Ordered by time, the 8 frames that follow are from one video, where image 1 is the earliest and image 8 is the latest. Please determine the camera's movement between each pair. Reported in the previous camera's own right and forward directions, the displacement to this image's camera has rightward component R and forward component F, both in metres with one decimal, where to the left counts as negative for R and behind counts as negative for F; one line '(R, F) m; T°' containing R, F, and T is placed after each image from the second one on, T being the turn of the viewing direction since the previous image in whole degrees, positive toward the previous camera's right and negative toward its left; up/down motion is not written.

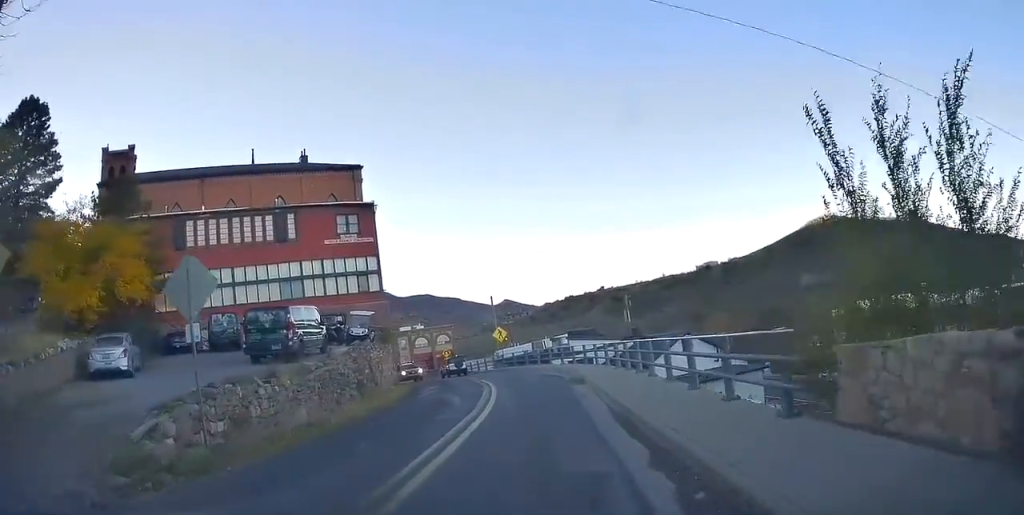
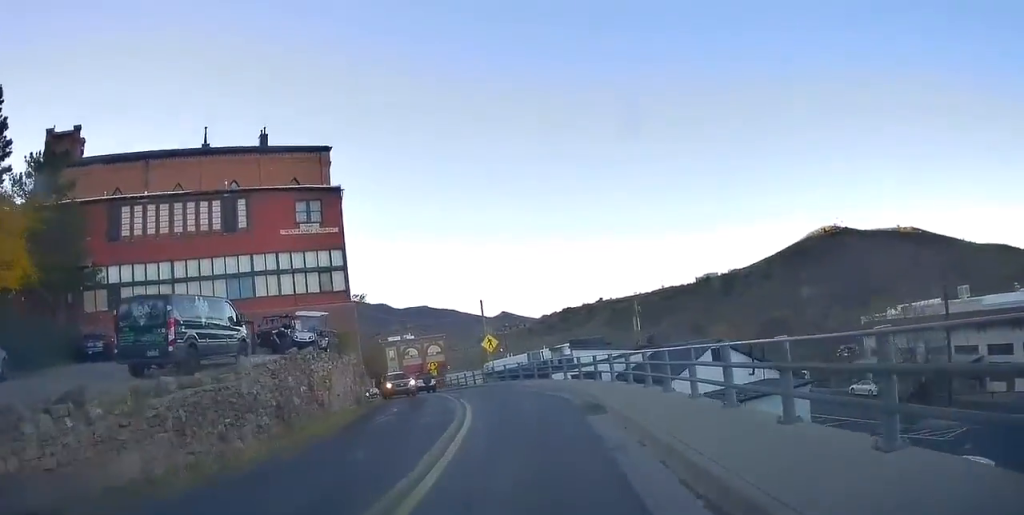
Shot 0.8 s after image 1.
(-0.2, +7.3) m; -1°
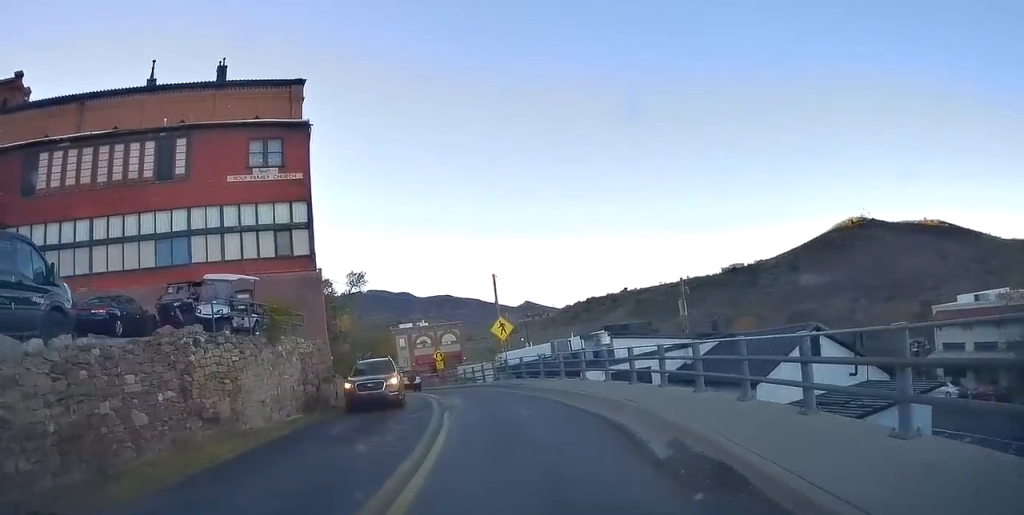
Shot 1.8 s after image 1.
(+0.1, +9.4) m; 0°
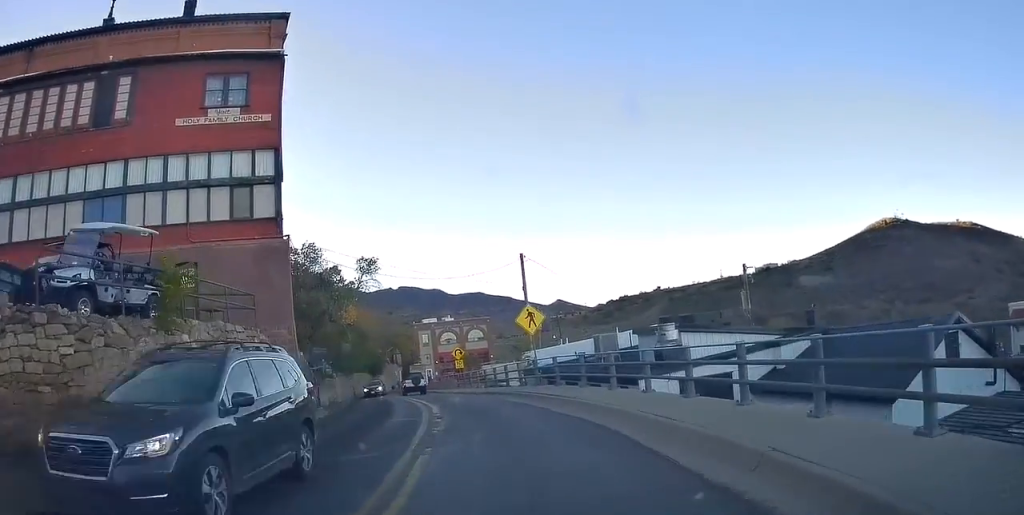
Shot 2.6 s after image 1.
(0.0, +7.1) m; -3°
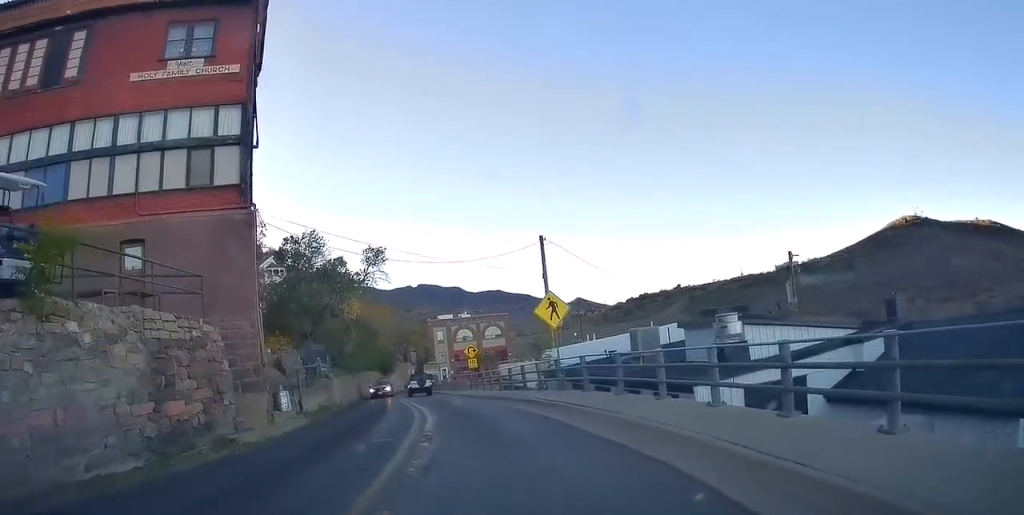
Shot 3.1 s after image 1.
(0.0, +4.1) m; -3°
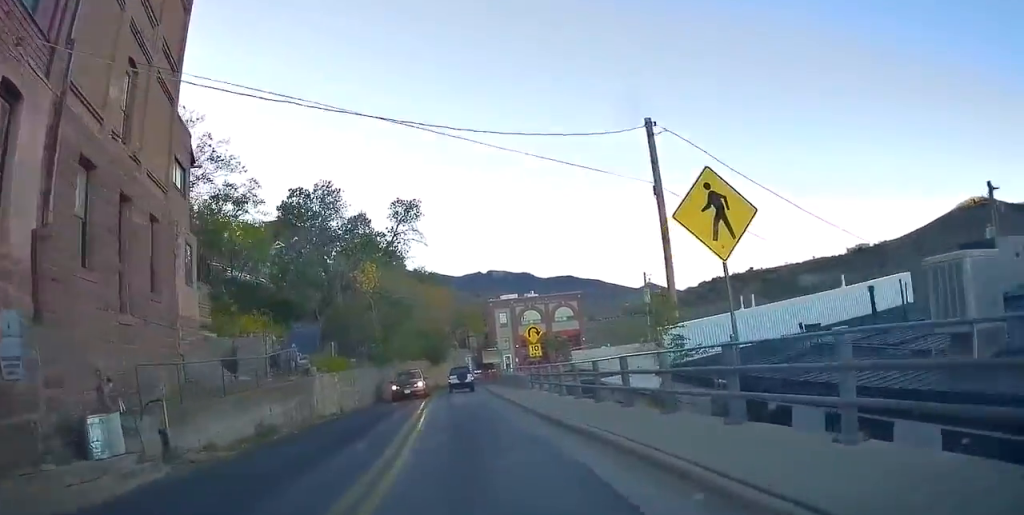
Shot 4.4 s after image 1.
(-0.9, +12.1) m; -7°
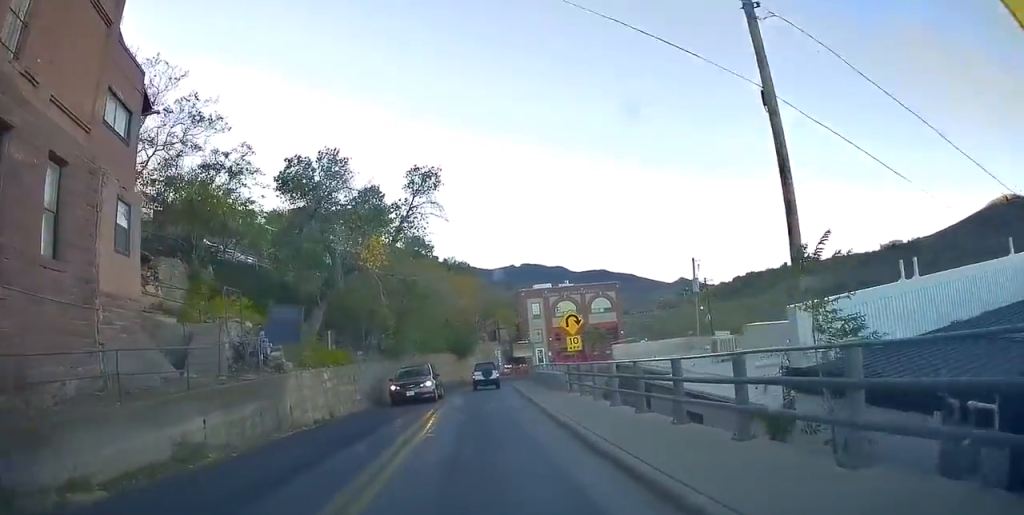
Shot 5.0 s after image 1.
(+0.1, +5.3) m; -3°
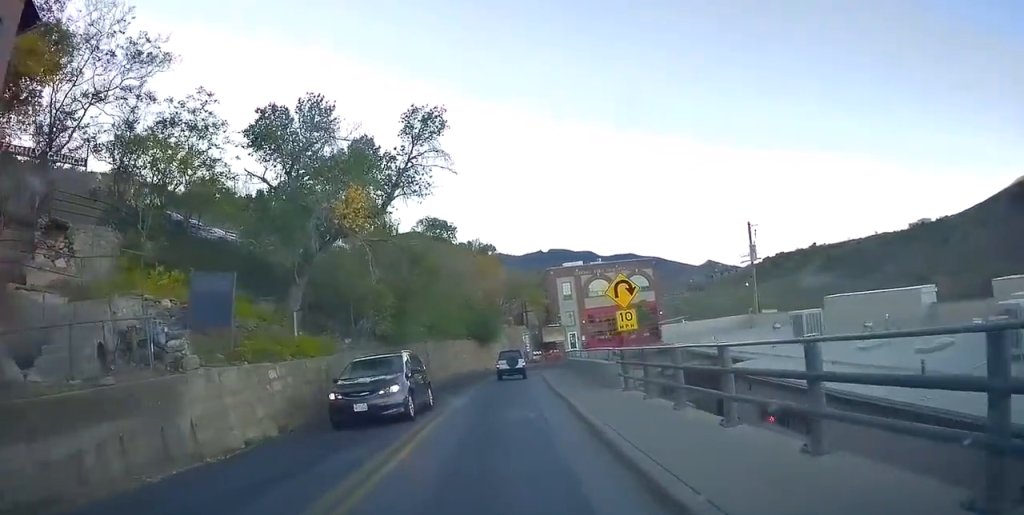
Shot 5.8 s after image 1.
(-0.5, +6.8) m; -4°
